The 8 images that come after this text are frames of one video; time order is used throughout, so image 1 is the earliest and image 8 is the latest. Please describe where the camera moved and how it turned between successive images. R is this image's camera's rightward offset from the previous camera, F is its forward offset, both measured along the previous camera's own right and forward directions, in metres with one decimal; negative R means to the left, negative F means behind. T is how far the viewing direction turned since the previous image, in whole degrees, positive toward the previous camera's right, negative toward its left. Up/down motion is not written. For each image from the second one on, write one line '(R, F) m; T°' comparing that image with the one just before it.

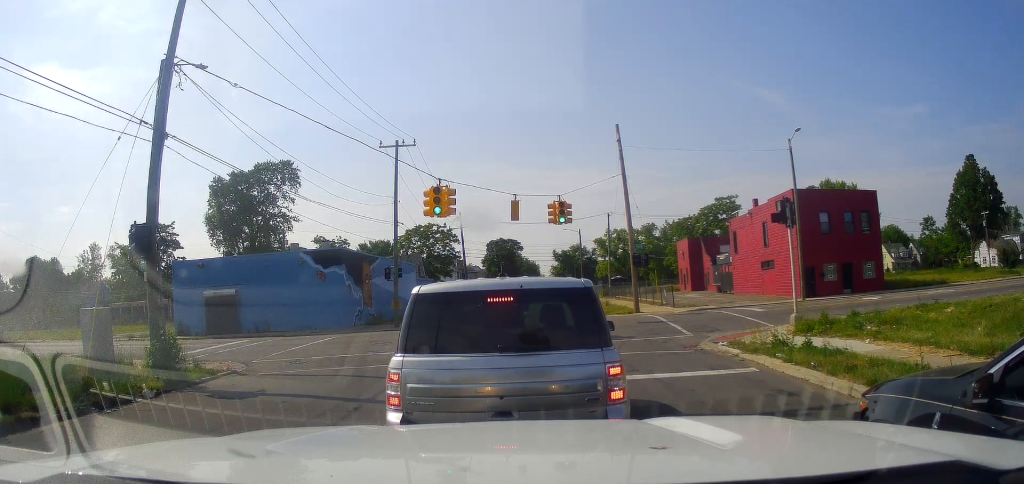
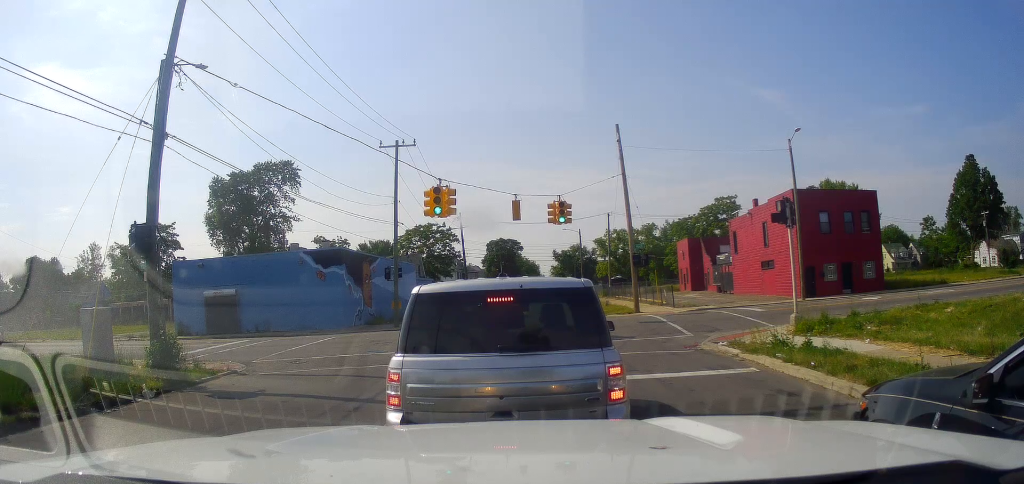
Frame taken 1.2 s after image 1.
(0.0, 0.0) m; 0°
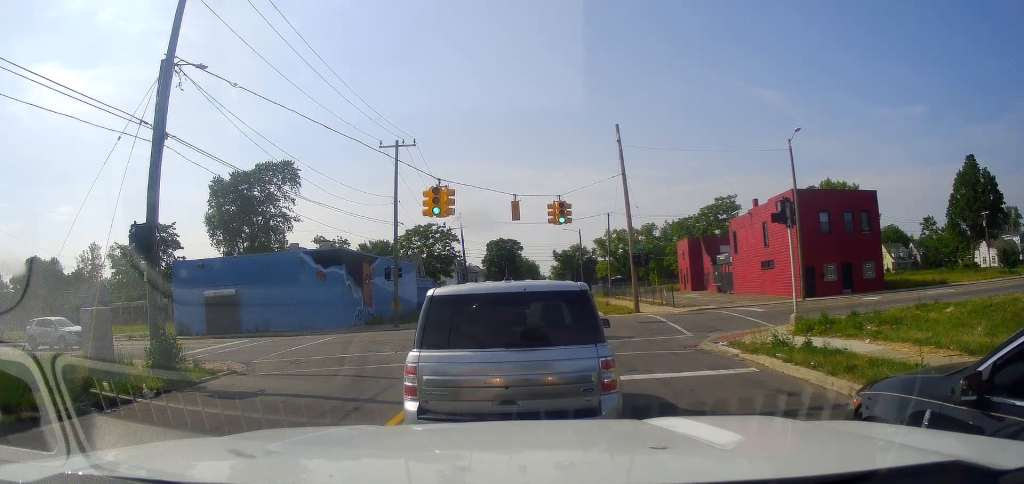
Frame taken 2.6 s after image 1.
(0.0, 0.0) m; 0°
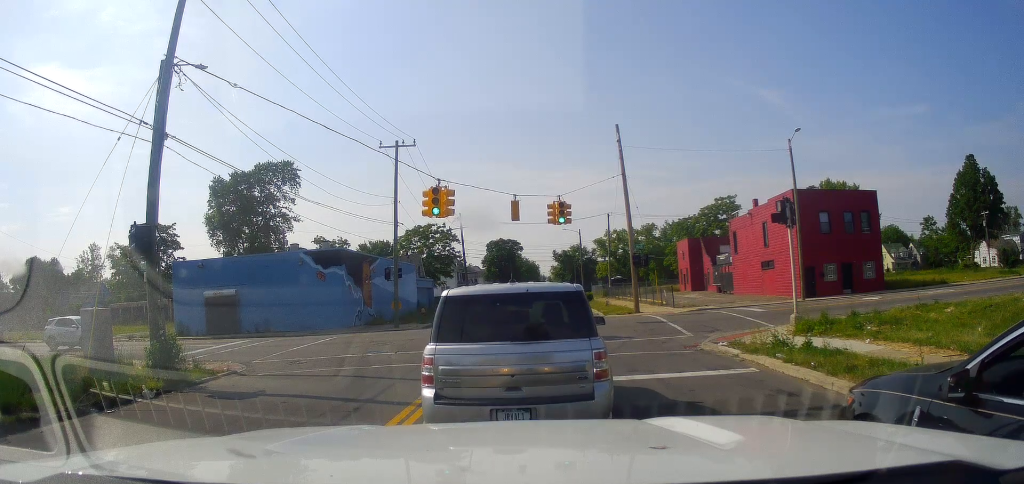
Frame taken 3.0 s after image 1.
(0.0, 0.0) m; 0°
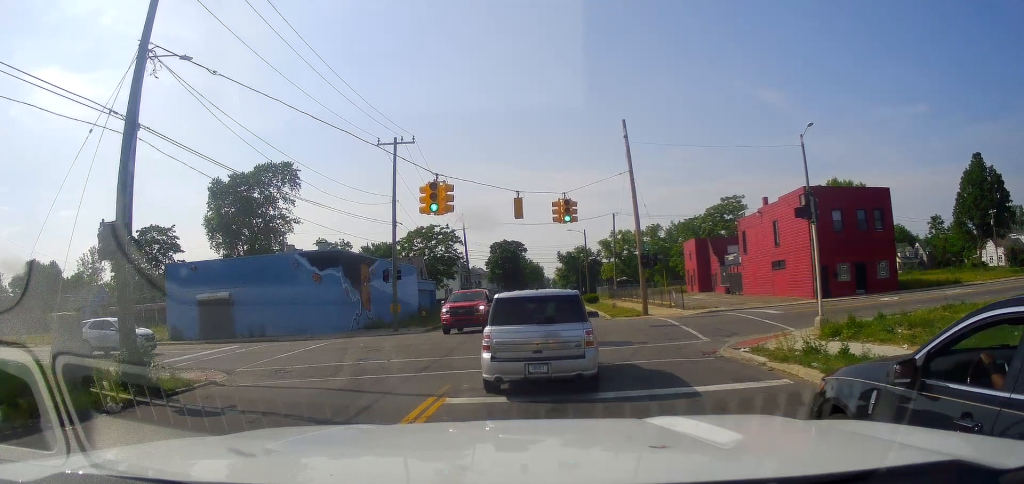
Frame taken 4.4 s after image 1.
(0.0, 0.0) m; 0°
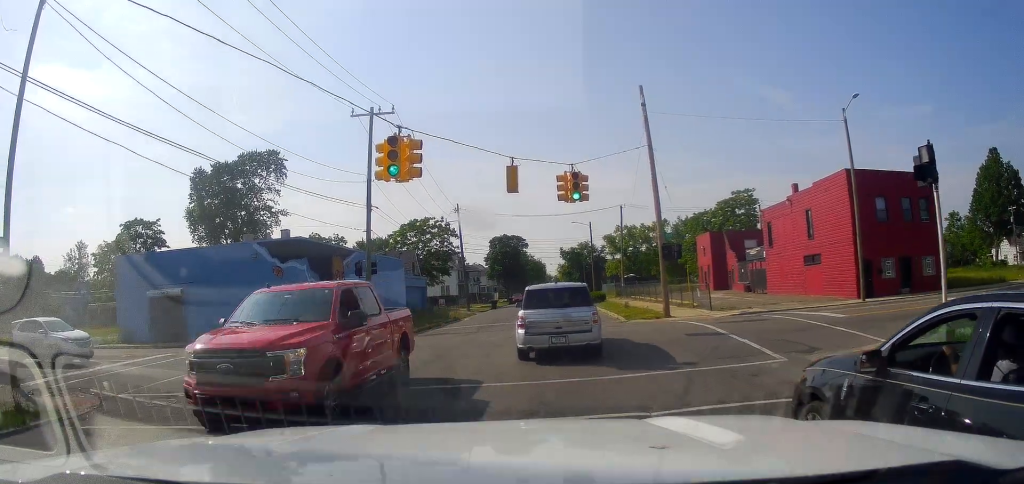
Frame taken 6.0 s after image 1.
(0.0, +3.5) m; 0°
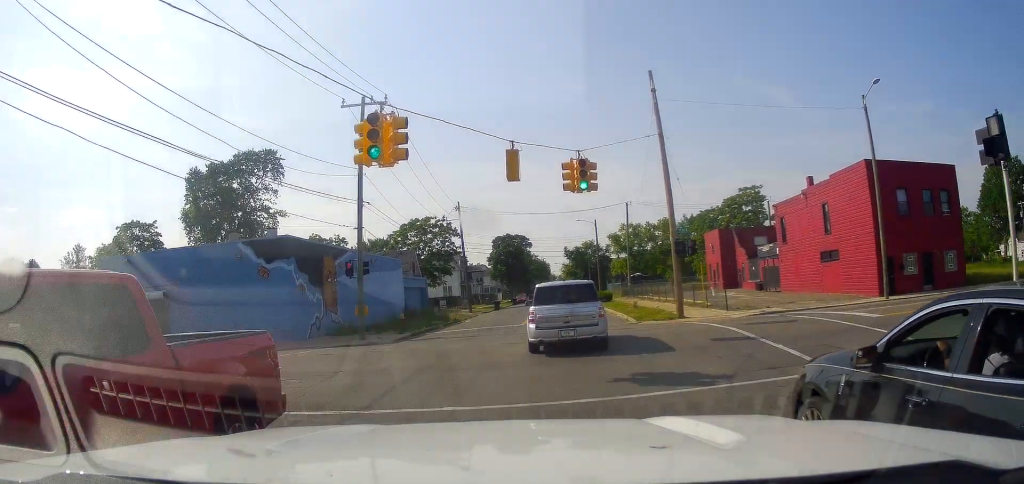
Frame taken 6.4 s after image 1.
(0.0, +1.7) m; 0°
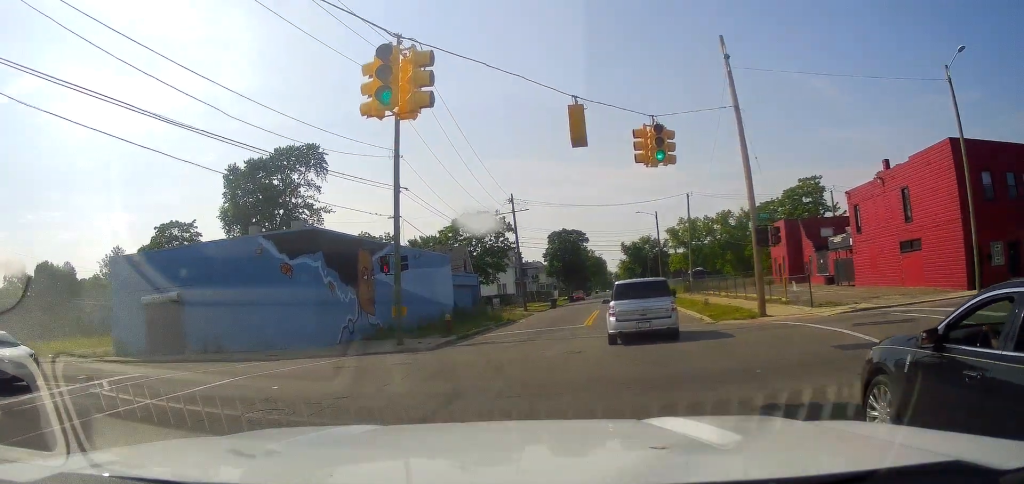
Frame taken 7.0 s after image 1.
(0.0, +3.3) m; -8°
